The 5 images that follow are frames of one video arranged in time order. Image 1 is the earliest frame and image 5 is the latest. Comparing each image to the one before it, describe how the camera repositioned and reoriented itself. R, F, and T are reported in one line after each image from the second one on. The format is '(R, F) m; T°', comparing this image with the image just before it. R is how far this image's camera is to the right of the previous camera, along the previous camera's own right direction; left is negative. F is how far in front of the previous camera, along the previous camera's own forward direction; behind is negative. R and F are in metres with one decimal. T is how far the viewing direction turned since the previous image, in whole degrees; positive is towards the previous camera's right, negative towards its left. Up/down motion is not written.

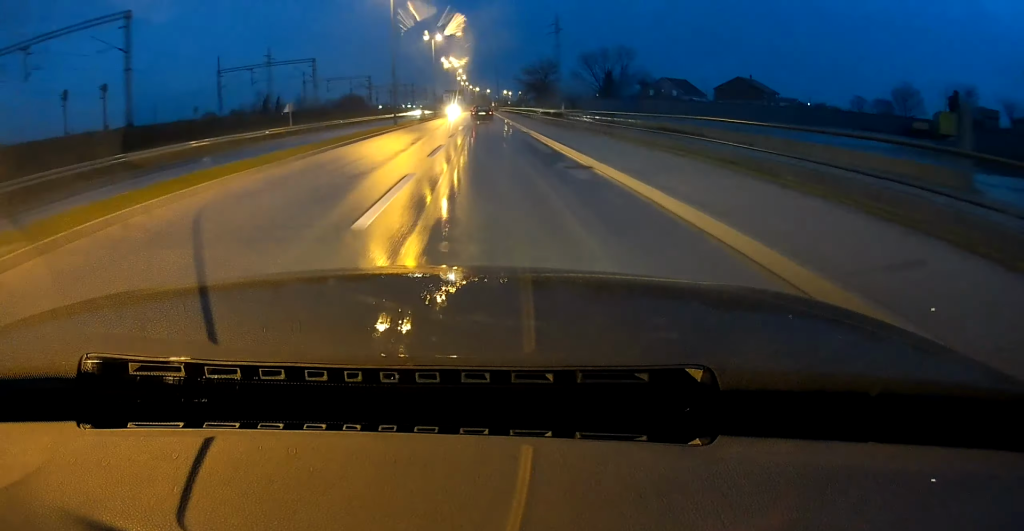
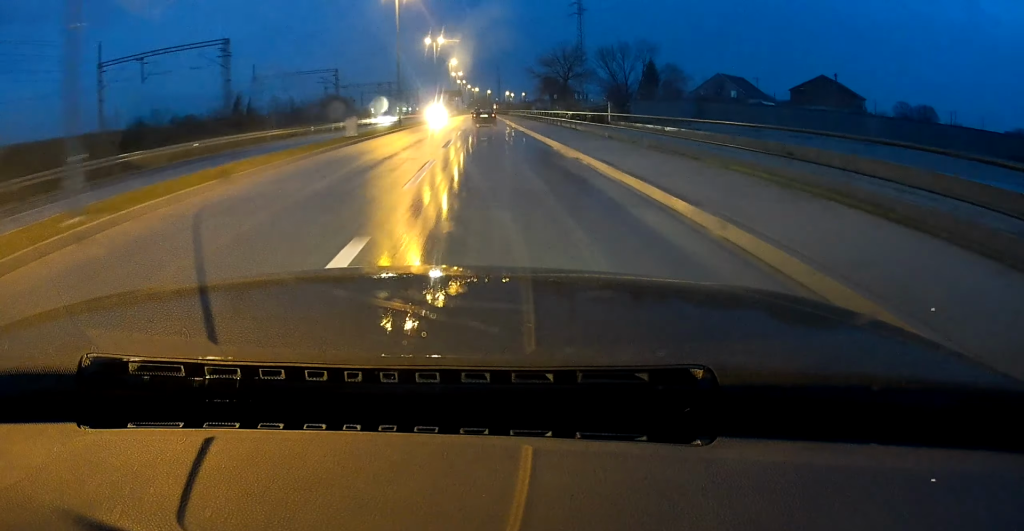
(-0.1, +36.0) m; 0°
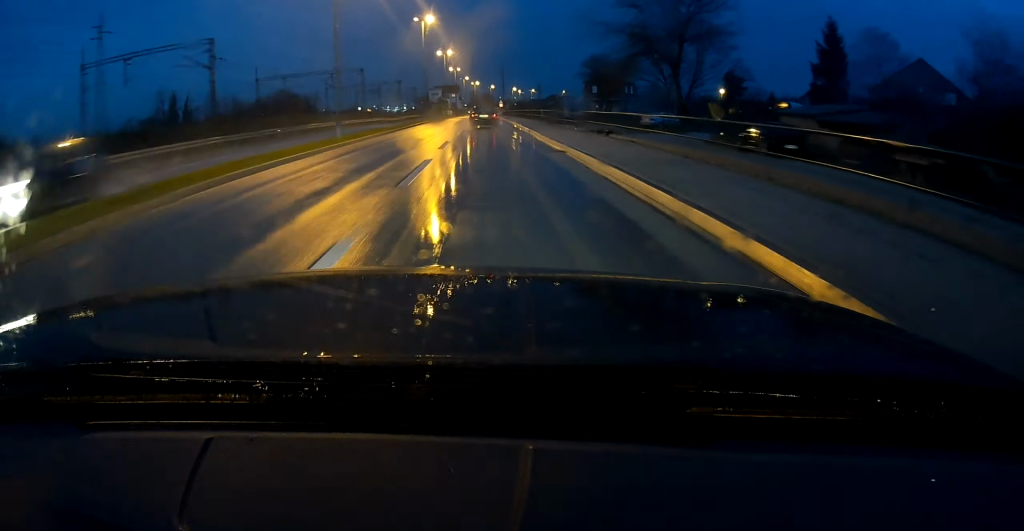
(+0.4, +56.8) m; 0°
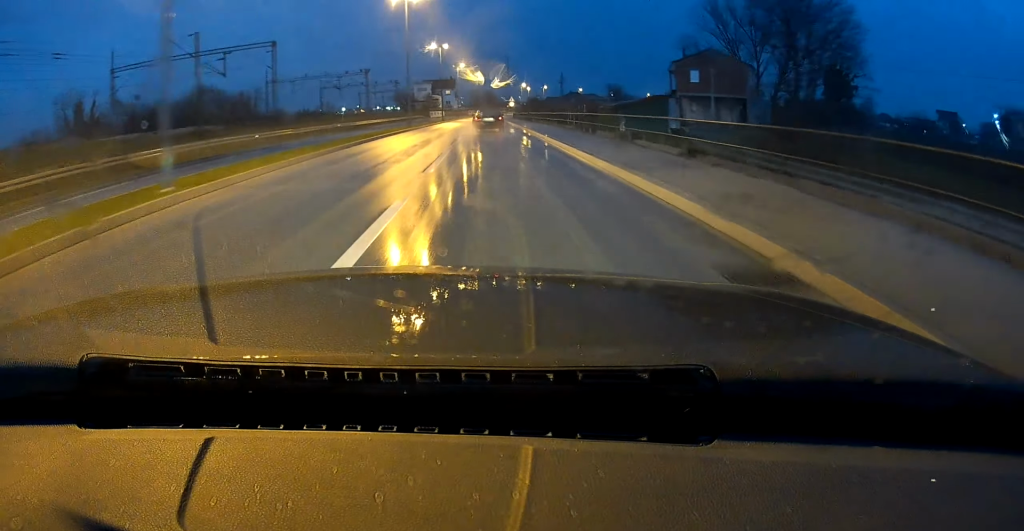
(-0.1, +53.1) m; 0°
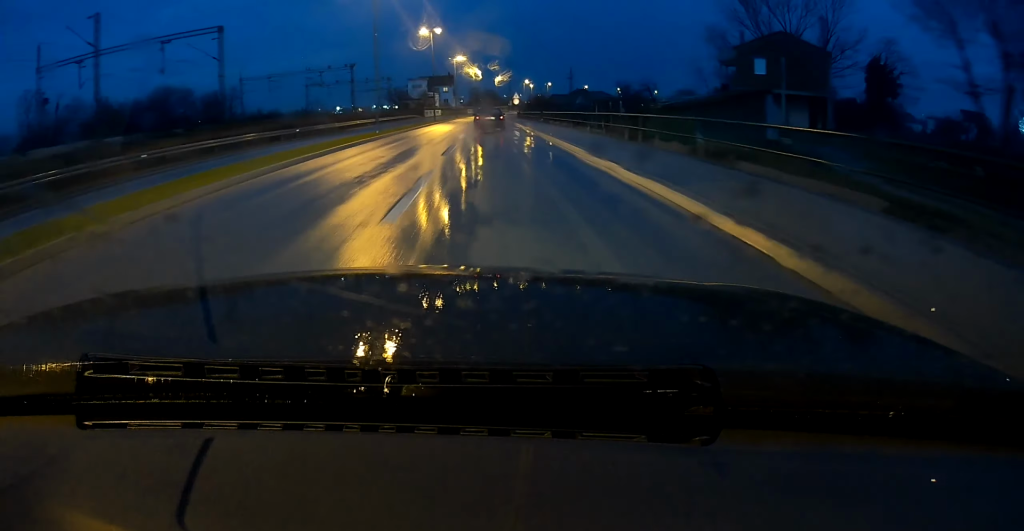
(0.0, +15.1) m; 0°
